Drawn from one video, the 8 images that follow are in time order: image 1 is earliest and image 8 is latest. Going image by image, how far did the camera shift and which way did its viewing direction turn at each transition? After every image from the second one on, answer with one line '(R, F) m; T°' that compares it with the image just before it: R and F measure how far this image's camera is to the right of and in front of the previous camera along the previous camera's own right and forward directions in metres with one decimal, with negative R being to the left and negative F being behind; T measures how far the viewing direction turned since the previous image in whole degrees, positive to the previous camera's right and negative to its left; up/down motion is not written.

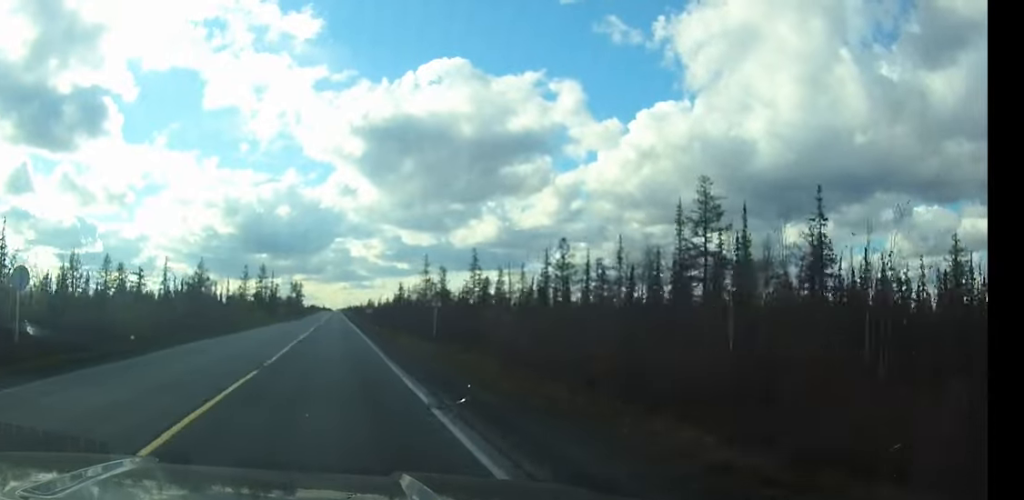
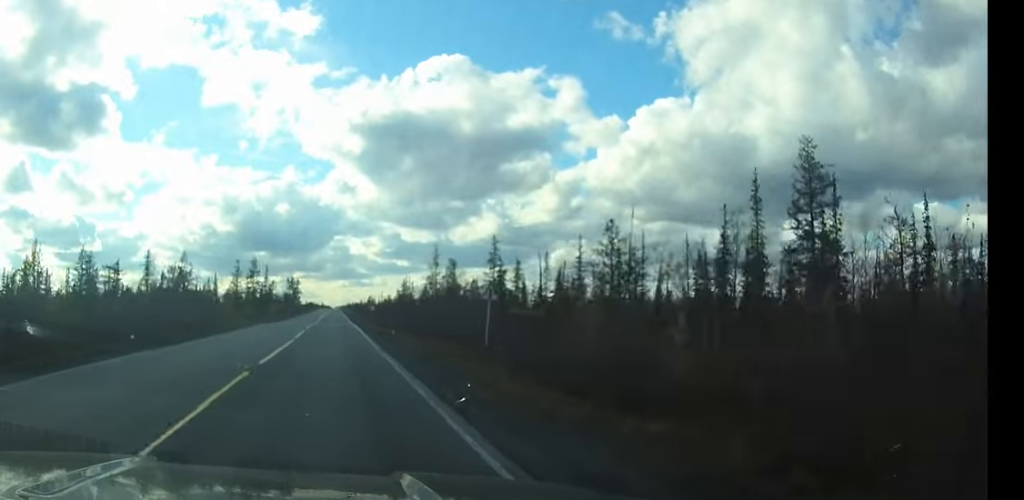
(0.0, +14.5) m; 0°
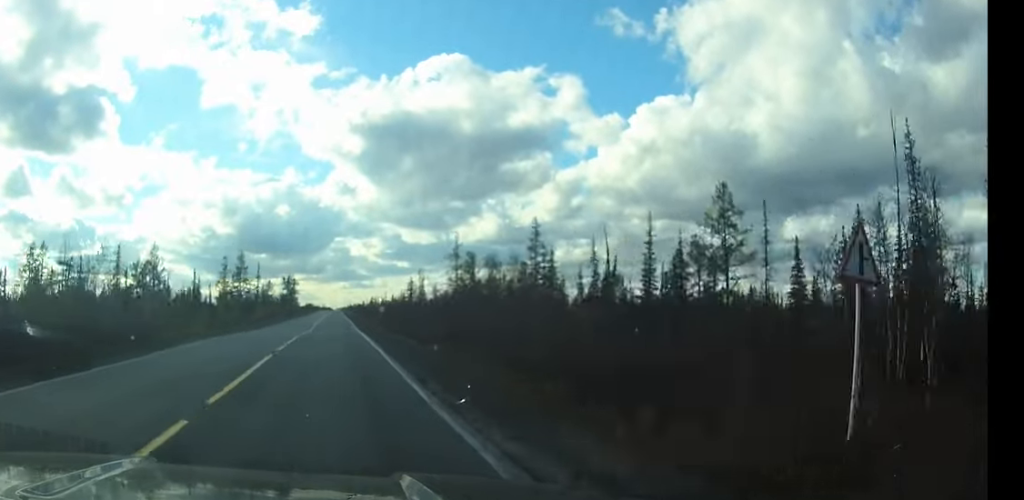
(0.0, +19.4) m; 0°
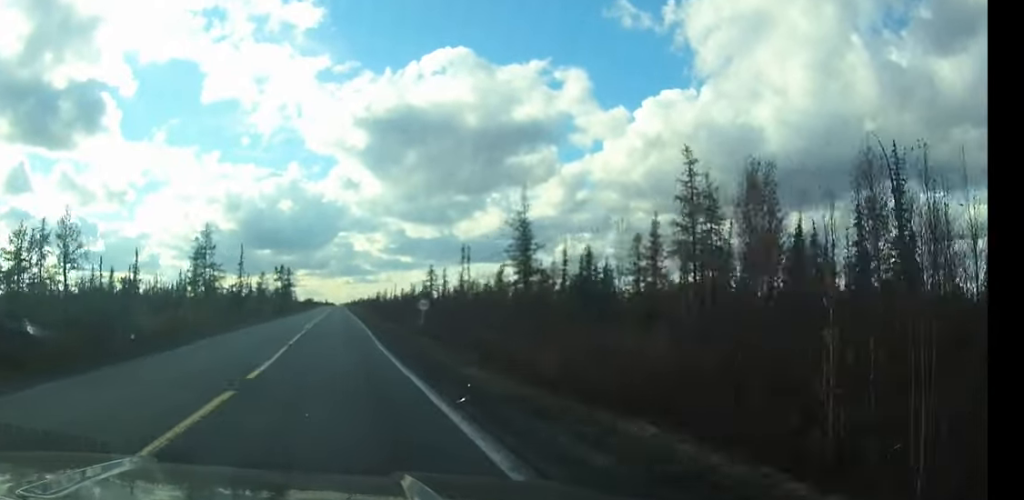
(-0.1, +34.2) m; 0°
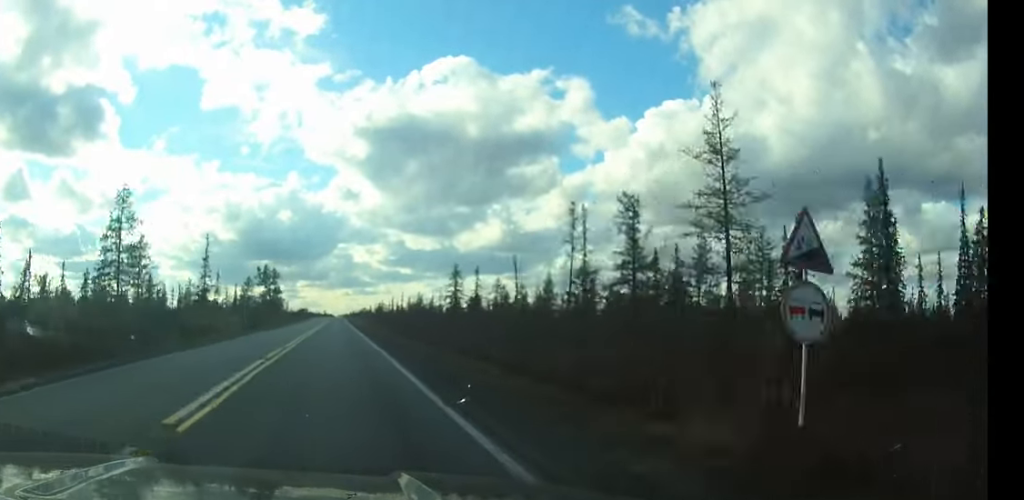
(0.0, +34.4) m; 0°
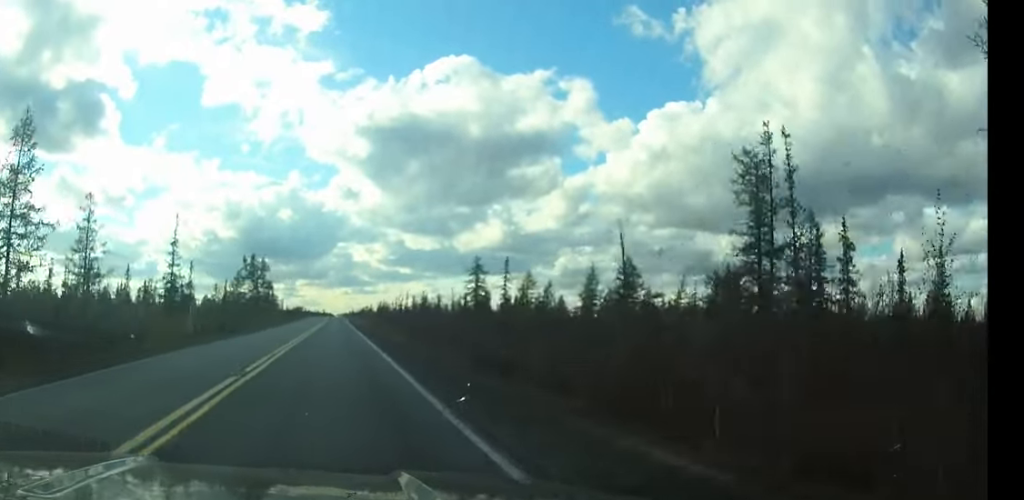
(0.0, +18.6) m; 0°
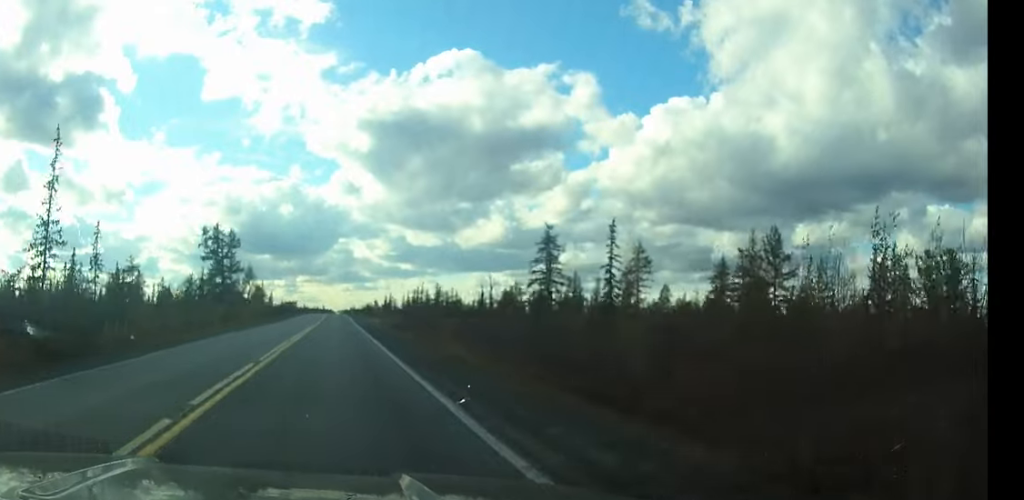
(0.0, +33.4) m; 0°
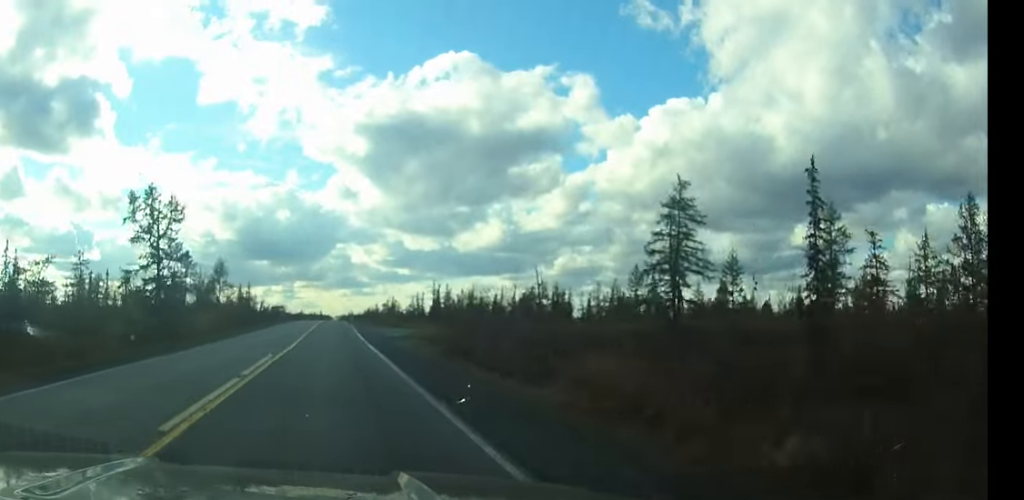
(0.0, +25.5) m; 0°
